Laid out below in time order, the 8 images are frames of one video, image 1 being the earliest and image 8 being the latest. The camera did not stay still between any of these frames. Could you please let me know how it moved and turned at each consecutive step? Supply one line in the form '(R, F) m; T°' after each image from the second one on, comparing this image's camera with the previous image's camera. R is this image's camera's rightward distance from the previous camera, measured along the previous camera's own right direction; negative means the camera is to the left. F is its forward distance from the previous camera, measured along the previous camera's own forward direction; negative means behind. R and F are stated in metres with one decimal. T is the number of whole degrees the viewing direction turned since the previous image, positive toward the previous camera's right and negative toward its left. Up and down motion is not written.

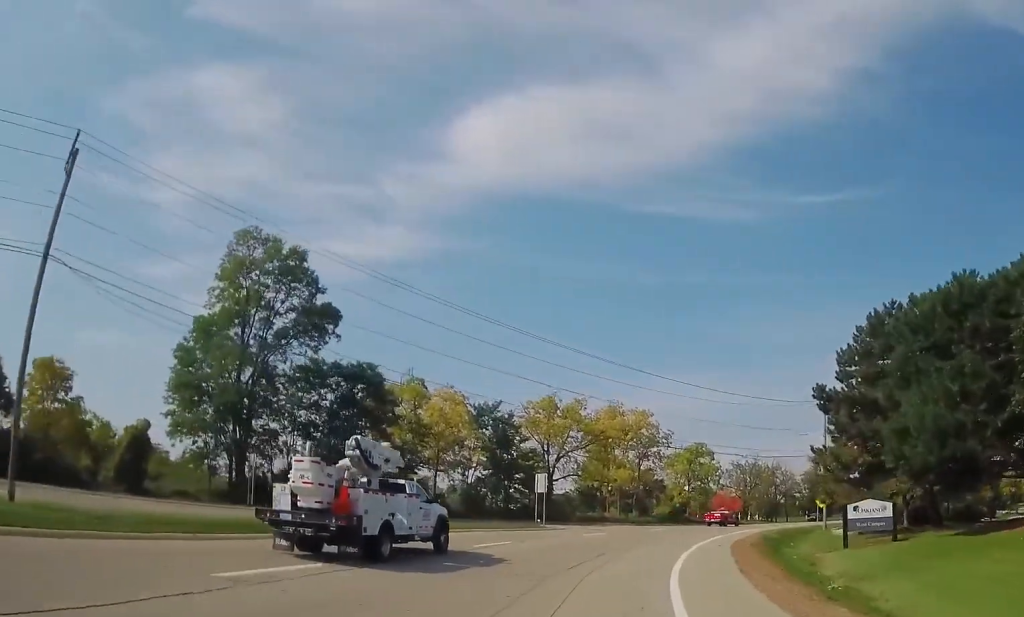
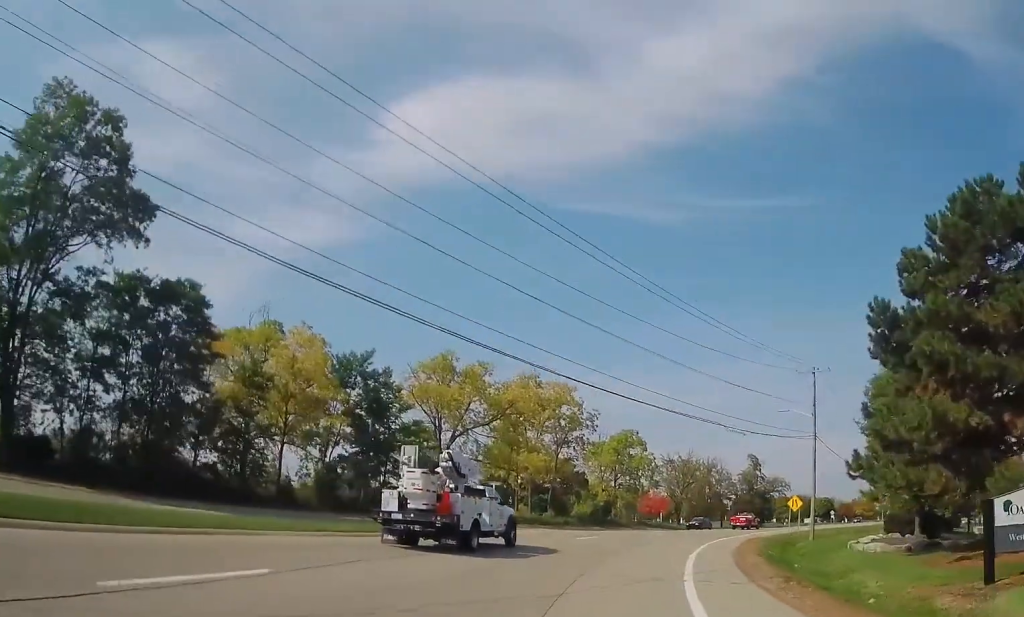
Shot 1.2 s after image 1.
(+0.6, +17.1) m; +5°
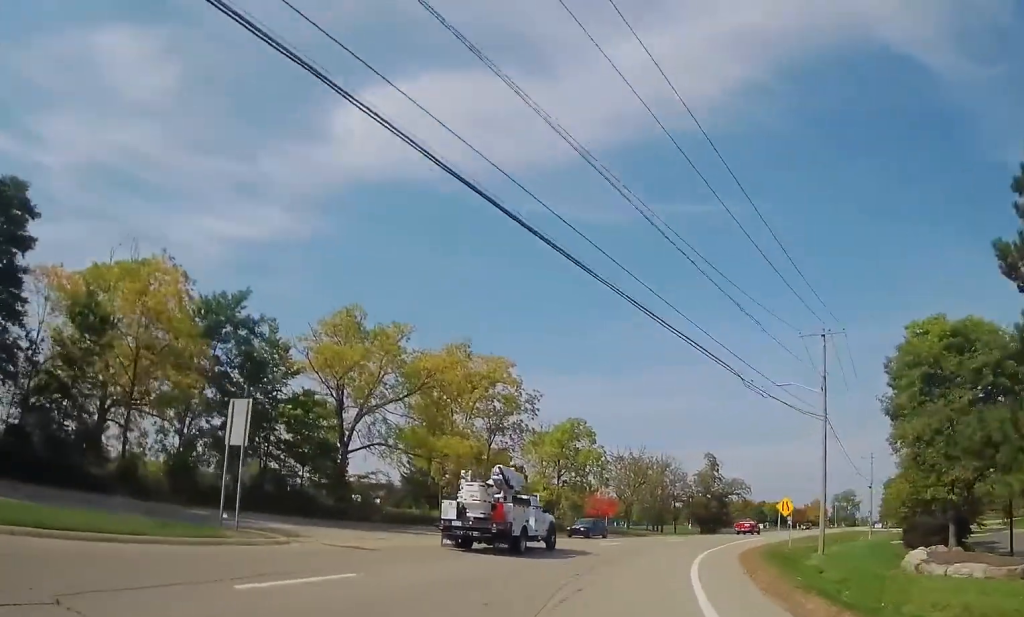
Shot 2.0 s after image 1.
(+0.5, +11.4) m; +4°
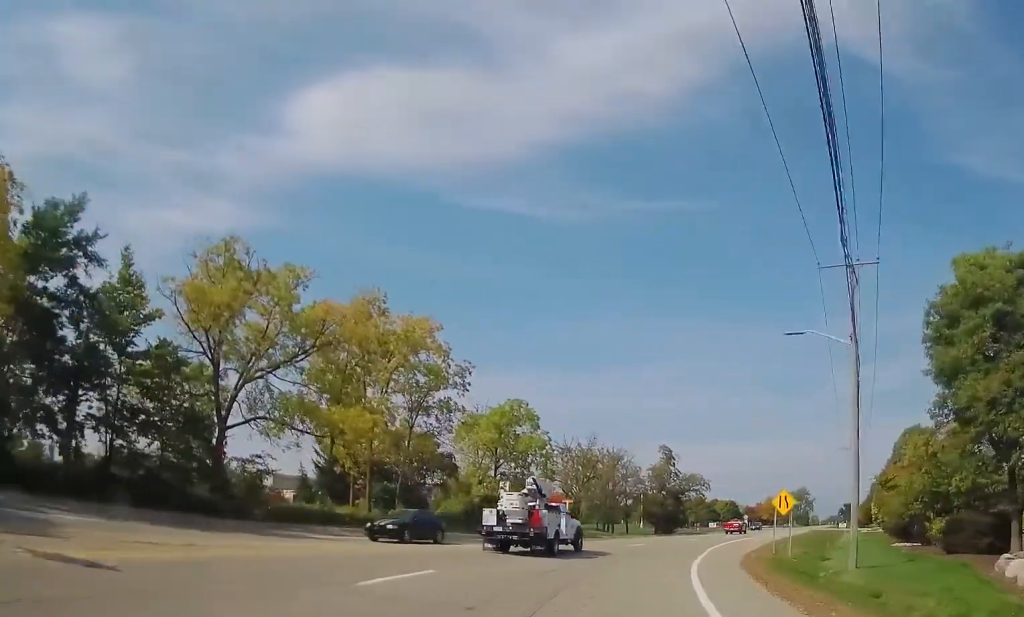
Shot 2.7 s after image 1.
(+0.3, +10.2) m; +4°
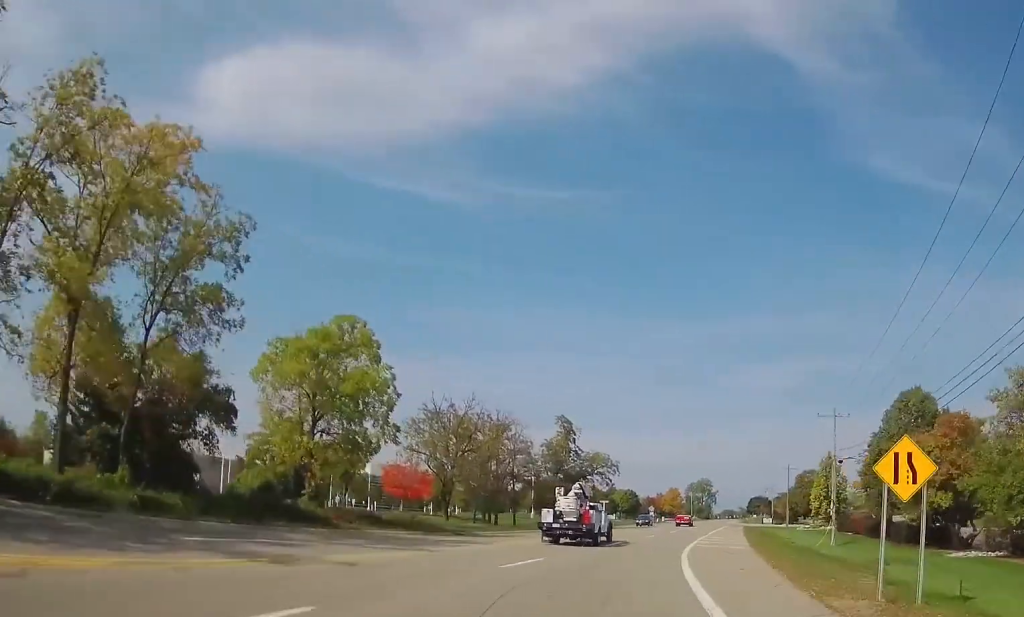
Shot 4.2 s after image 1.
(+1.8, +21.5) m; +11°
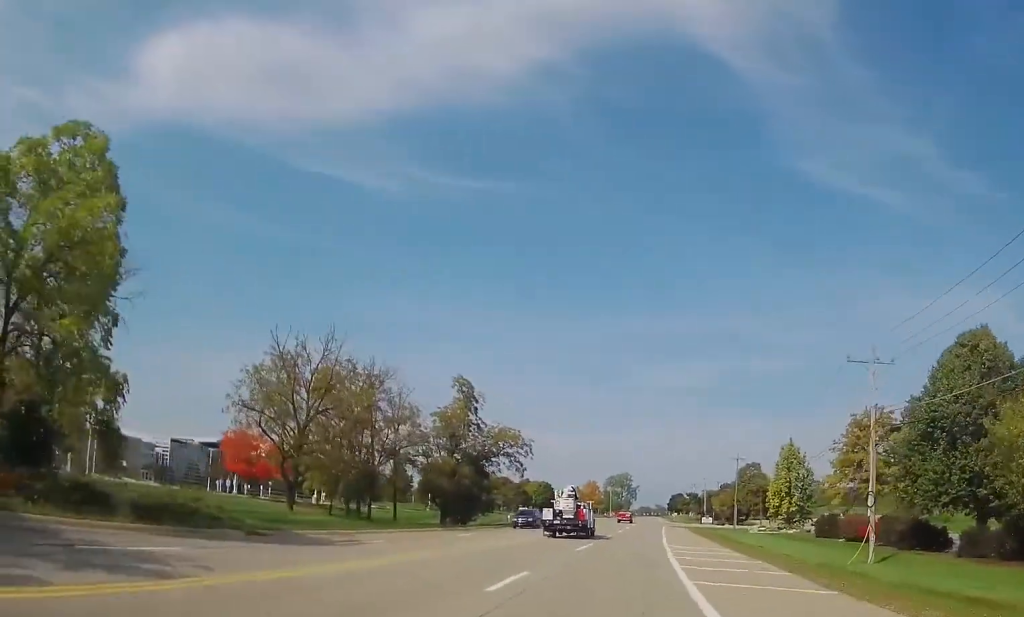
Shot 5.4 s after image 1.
(+1.5, +19.9) m; +7°
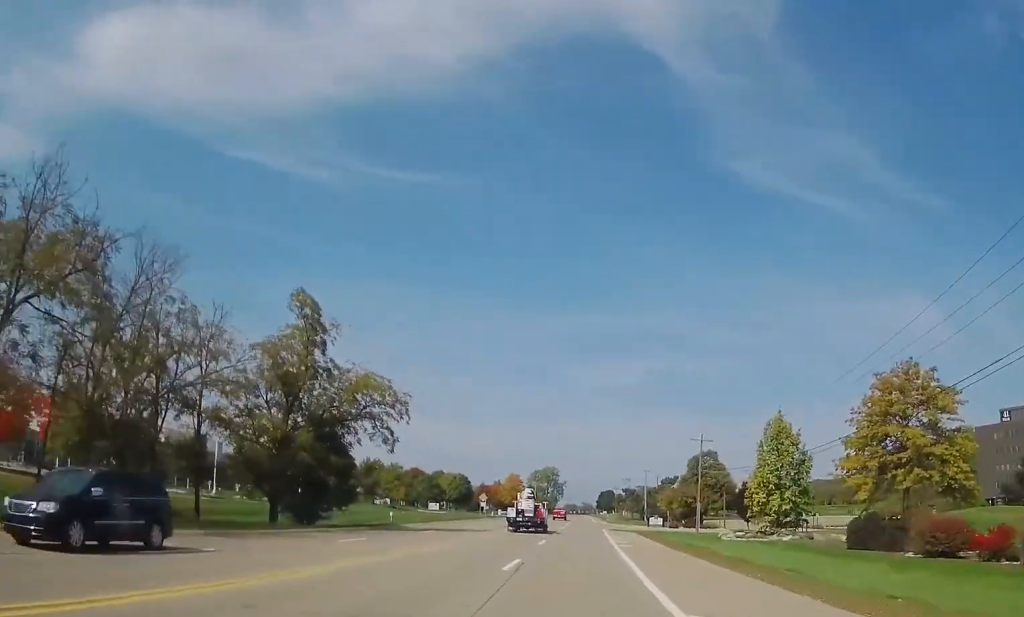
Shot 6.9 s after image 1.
(+1.9, +23.9) m; +7°
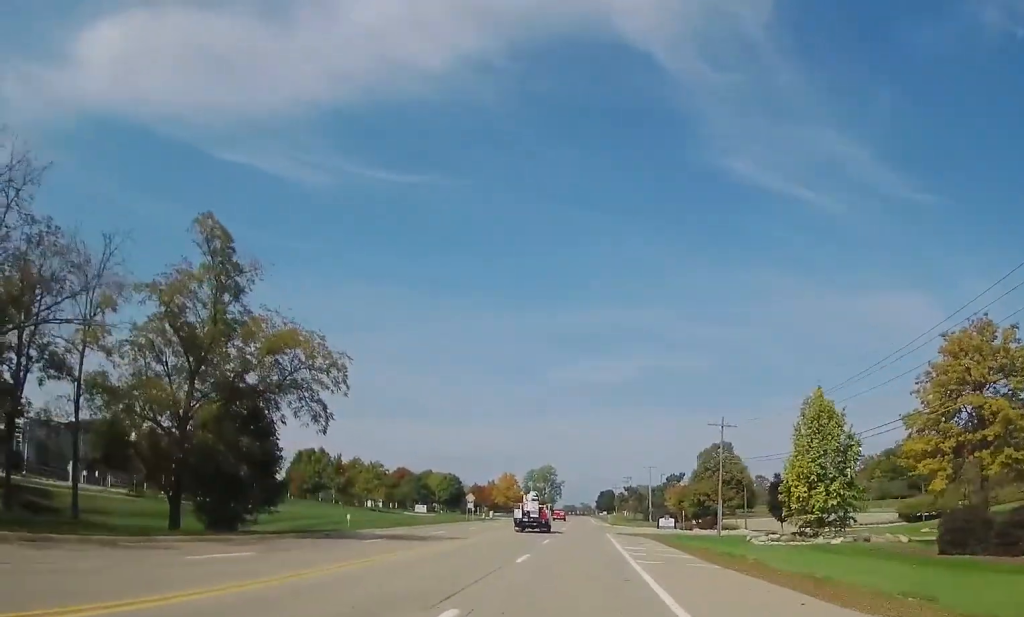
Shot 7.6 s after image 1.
(+0.2, +11.4) m; +1°
